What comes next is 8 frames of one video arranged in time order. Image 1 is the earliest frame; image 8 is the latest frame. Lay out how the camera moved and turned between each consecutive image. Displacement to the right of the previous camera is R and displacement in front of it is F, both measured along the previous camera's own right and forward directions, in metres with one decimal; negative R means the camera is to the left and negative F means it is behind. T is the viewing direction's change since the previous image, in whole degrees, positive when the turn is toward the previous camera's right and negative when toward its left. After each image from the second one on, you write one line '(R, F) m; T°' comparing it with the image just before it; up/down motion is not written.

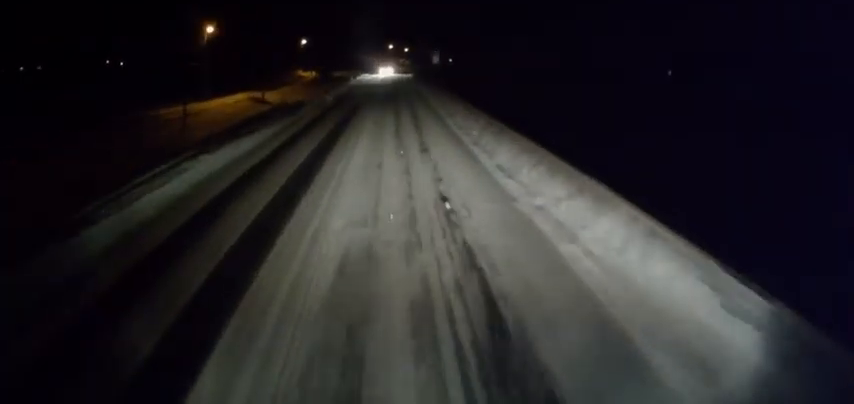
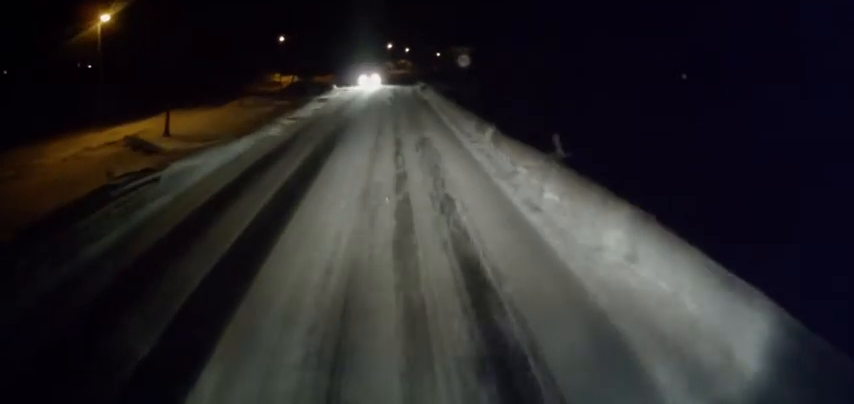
(+0.2, +17.6) m; 0°
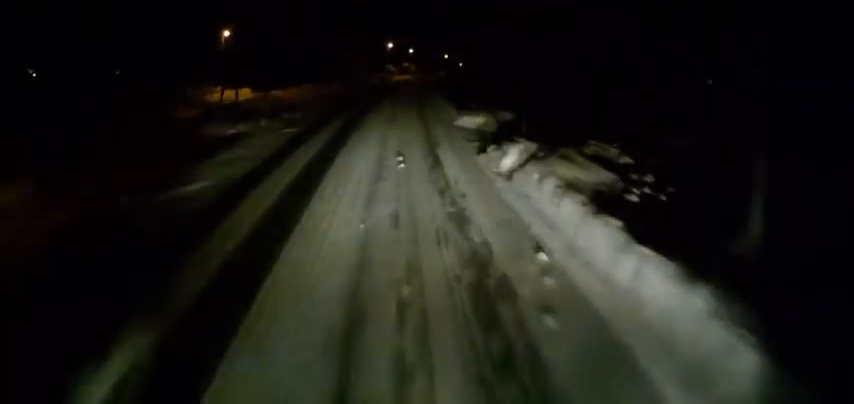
(-0.1, +25.8) m; 0°
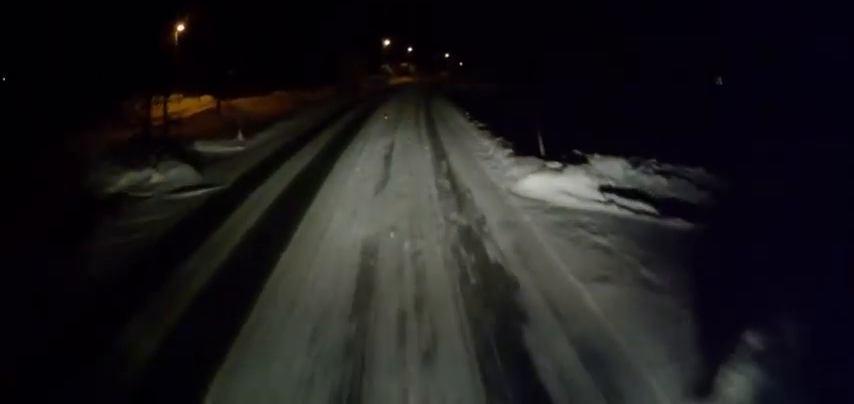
(0.0, +11.2) m; 0°
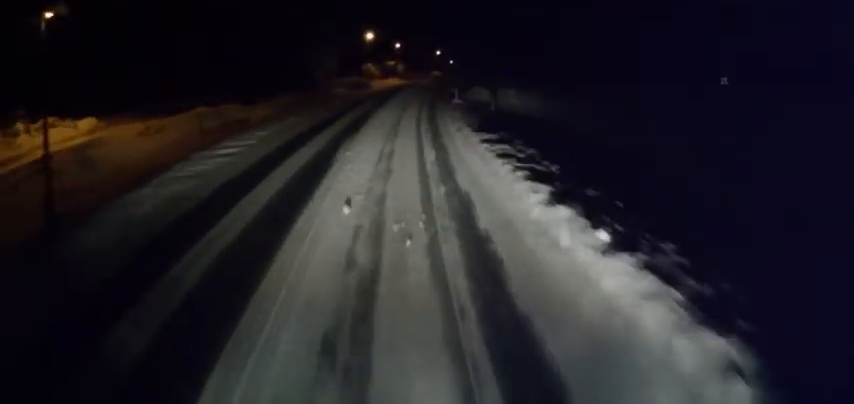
(0.0, +15.6) m; +1°
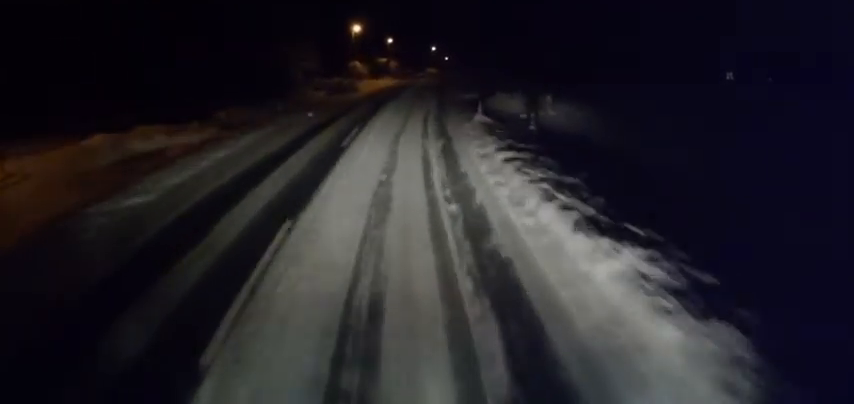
(+0.1, +10.8) m; +1°
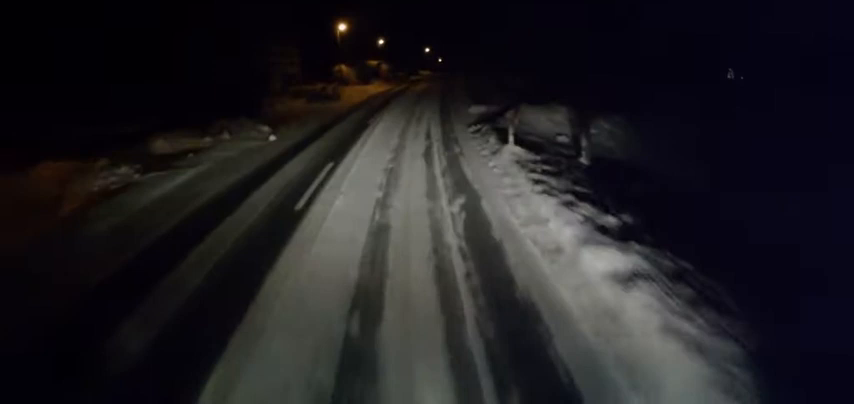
(0.0, +6.2) m; +1°
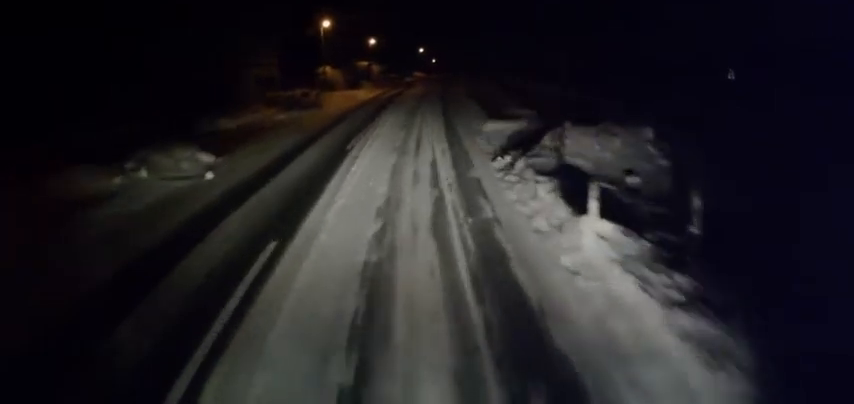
(0.0, +6.1) m; +1°
